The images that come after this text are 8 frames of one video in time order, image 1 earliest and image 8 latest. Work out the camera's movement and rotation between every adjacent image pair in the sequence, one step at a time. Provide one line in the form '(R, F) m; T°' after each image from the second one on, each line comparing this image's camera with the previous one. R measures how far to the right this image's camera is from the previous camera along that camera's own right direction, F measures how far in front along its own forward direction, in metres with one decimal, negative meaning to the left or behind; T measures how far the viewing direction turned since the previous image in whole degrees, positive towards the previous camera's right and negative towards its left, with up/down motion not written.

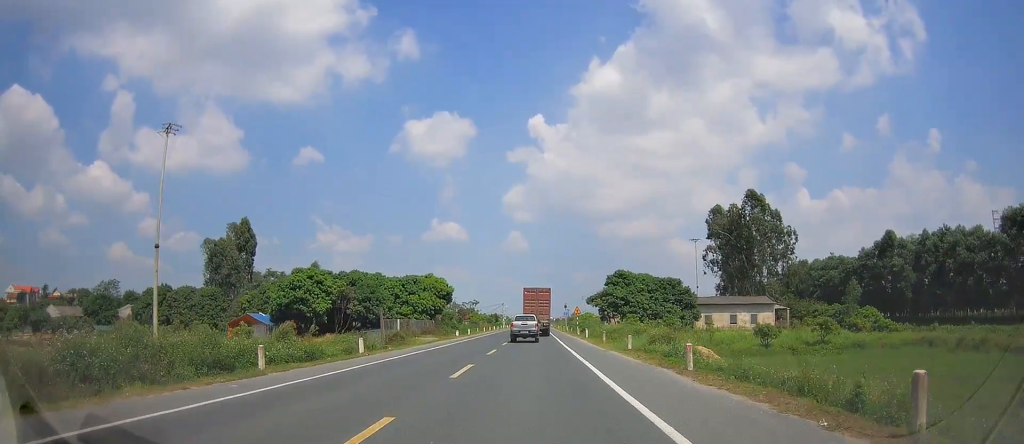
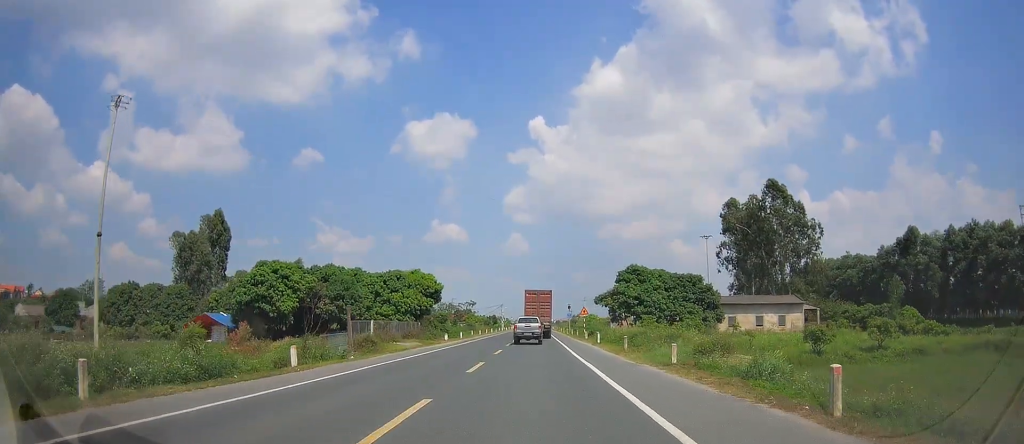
(0.0, +7.8) m; 0°
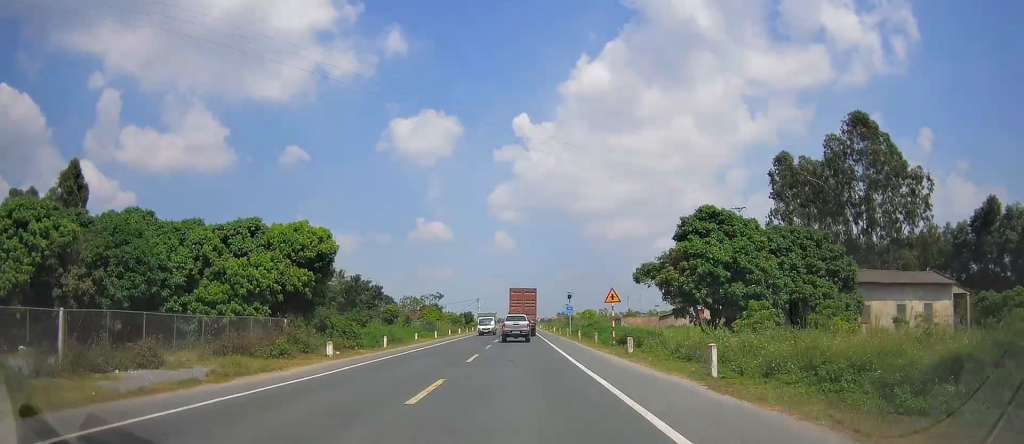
(0.0, +26.6) m; +1°
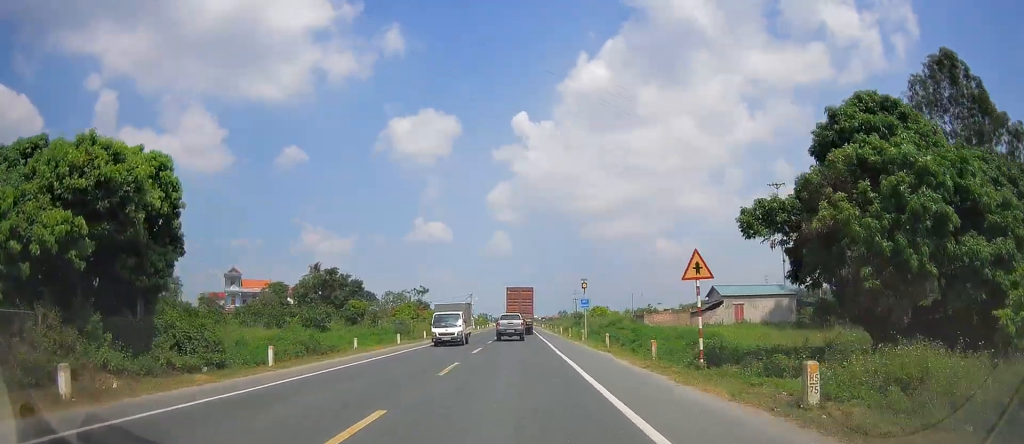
(+0.2, +15.0) m; 0°
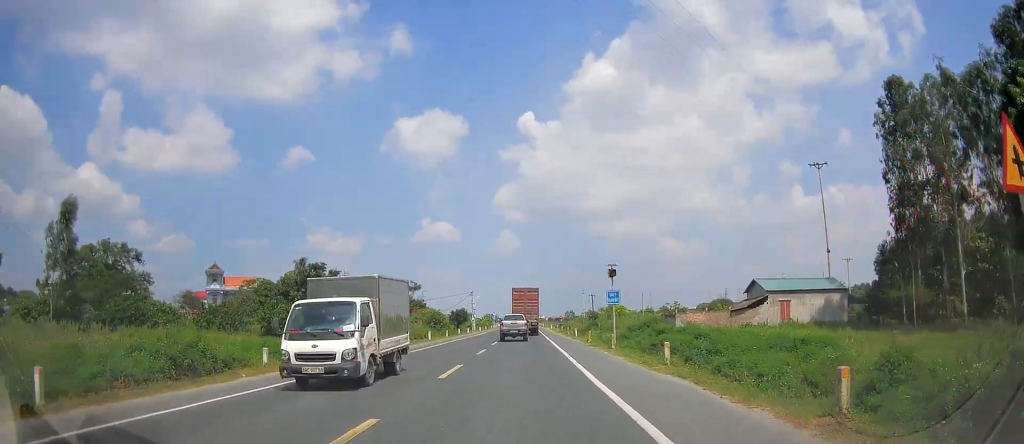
(-0.1, +10.6) m; 0°
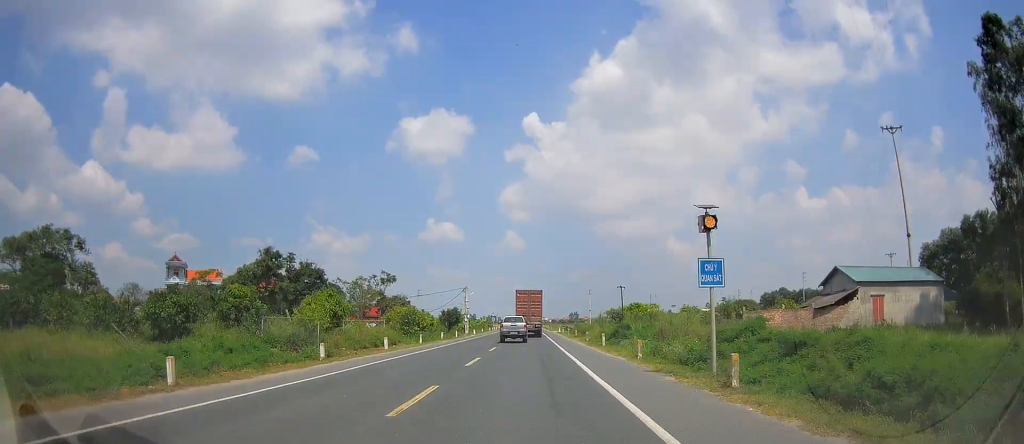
(0.0, +15.6) m; 0°
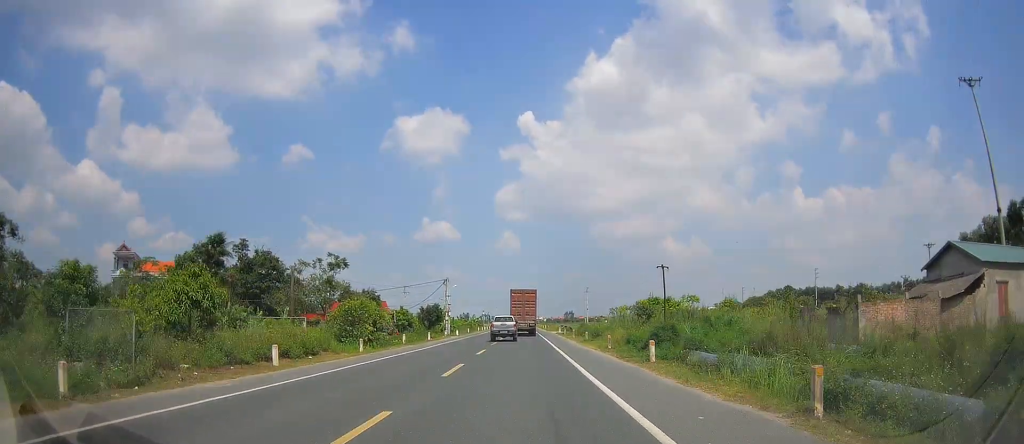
(0.0, +13.8) m; 0°
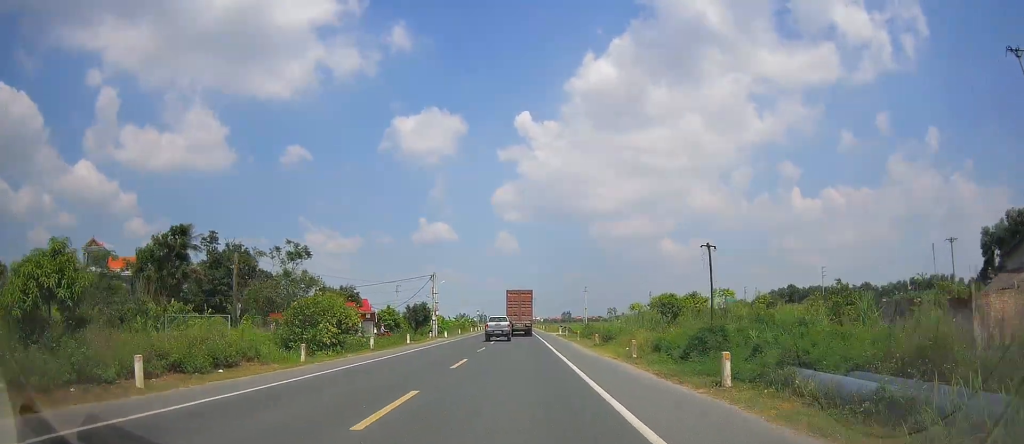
(0.0, +7.1) m; 0°
